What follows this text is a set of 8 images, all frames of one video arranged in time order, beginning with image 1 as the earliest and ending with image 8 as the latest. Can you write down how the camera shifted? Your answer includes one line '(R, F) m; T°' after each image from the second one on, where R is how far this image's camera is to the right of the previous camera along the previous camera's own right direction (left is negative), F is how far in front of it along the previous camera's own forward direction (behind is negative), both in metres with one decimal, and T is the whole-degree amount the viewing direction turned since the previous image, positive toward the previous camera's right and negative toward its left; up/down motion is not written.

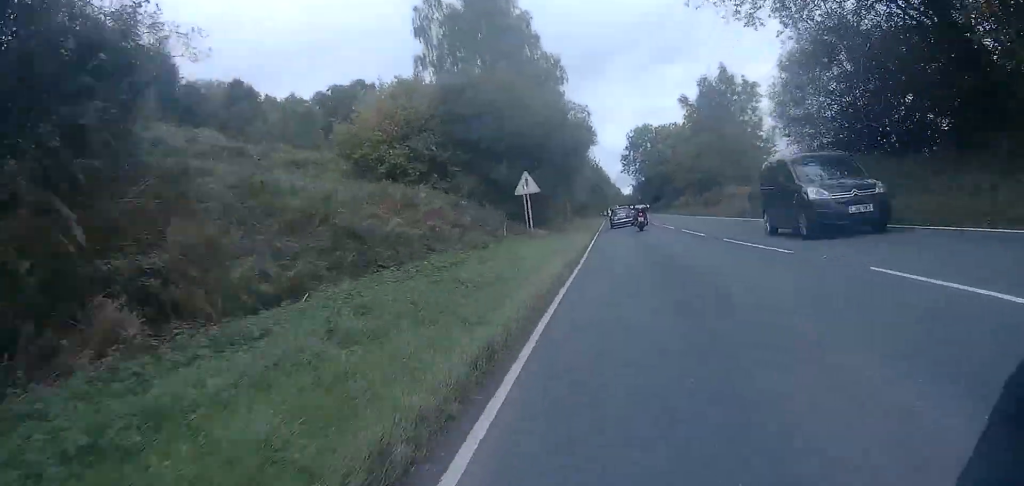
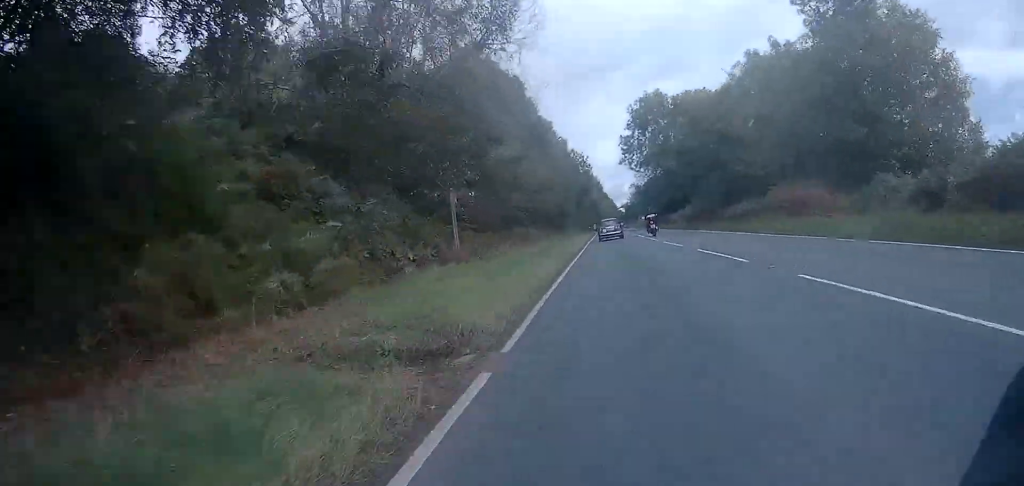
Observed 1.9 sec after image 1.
(+0.3, +42.8) m; 0°
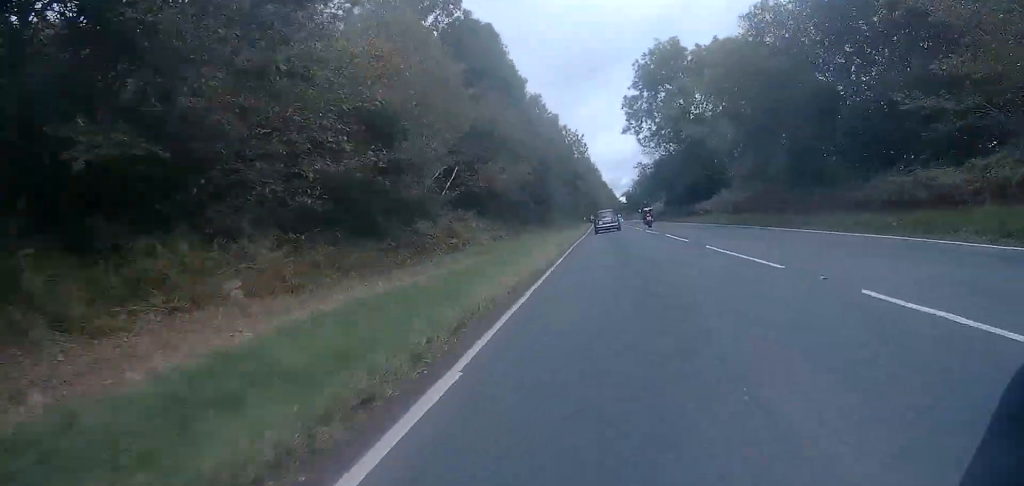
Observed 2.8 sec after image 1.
(-0.1, +20.5) m; 0°
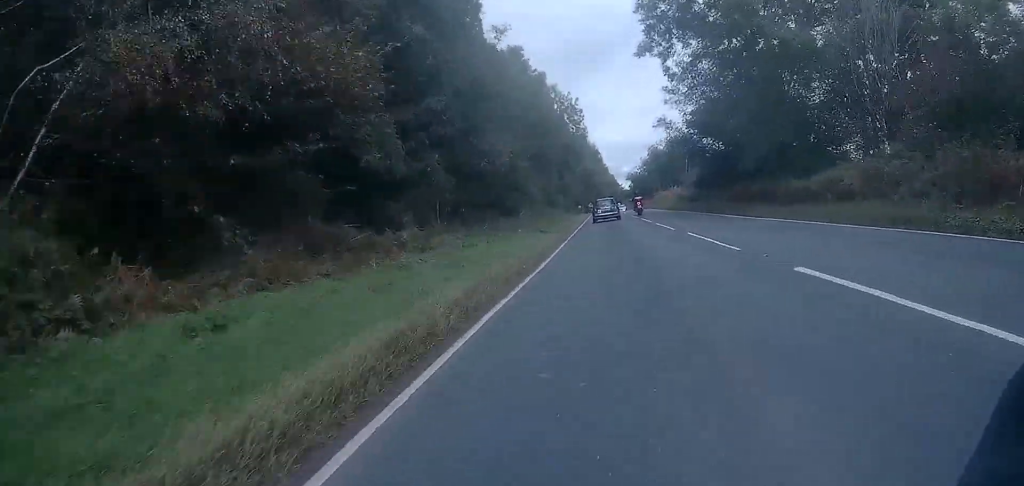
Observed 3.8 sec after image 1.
(-0.1, +25.1) m; 0°
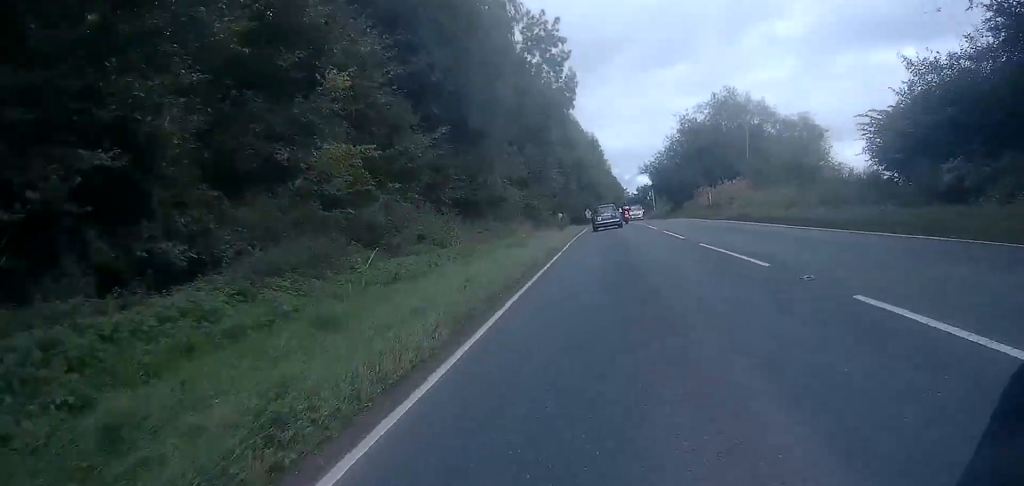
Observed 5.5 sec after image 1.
(+0.3, +37.8) m; +1°
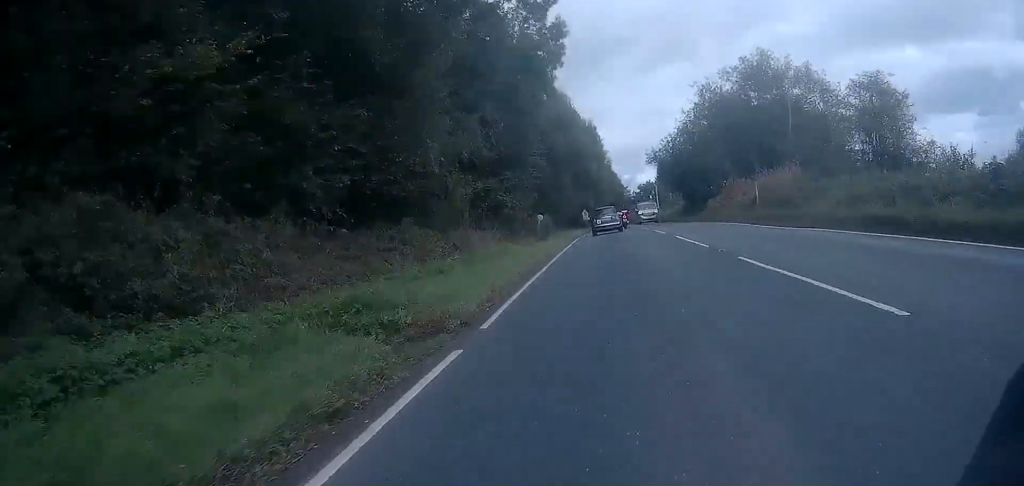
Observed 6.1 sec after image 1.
(+0.1, +12.9) m; 0°
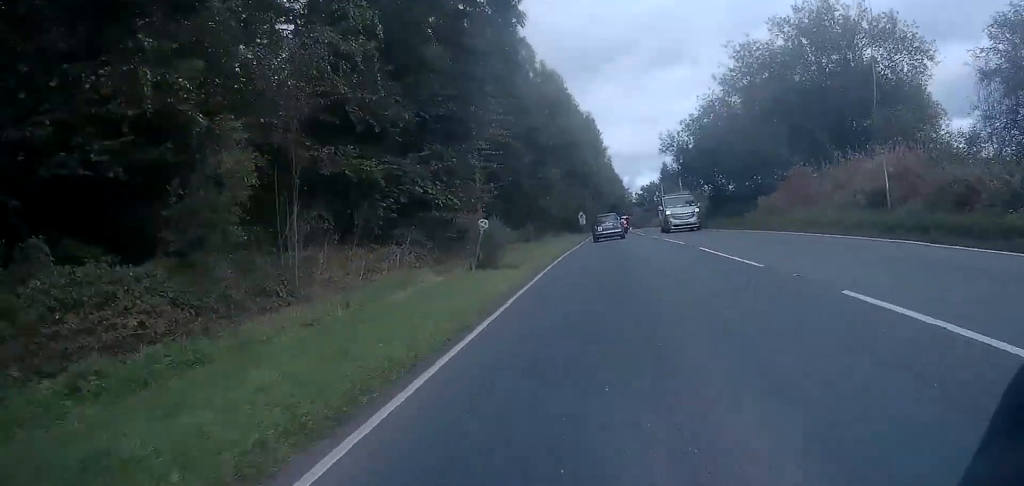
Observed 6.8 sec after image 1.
(0.0, +13.3) m; 0°
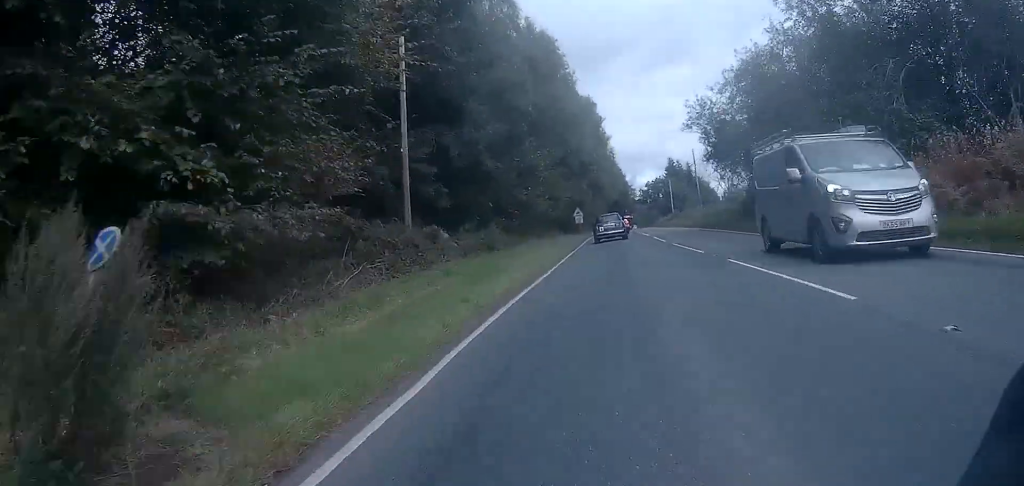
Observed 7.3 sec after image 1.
(0.0, +11.9) m; 0°
